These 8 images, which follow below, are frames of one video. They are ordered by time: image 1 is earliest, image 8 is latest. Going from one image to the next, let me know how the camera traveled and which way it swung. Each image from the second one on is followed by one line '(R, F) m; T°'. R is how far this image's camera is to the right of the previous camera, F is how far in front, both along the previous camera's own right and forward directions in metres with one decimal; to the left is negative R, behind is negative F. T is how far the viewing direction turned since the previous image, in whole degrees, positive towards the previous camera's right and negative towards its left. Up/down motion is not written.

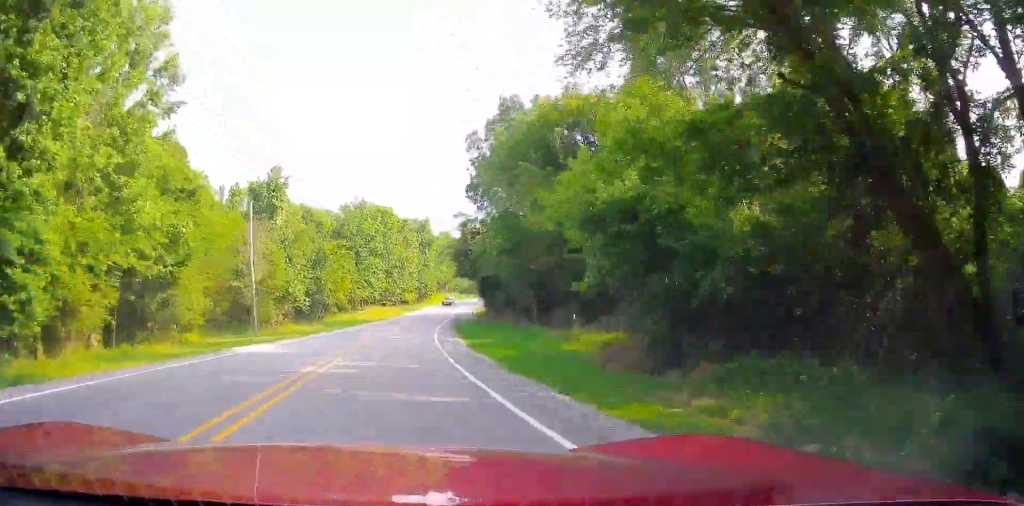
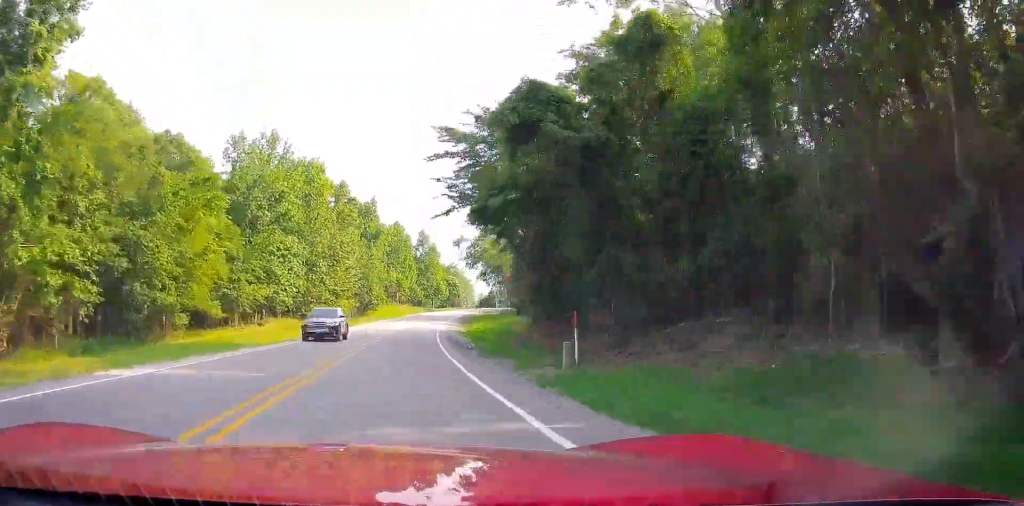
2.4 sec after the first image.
(+1.3, +49.0) m; +5°
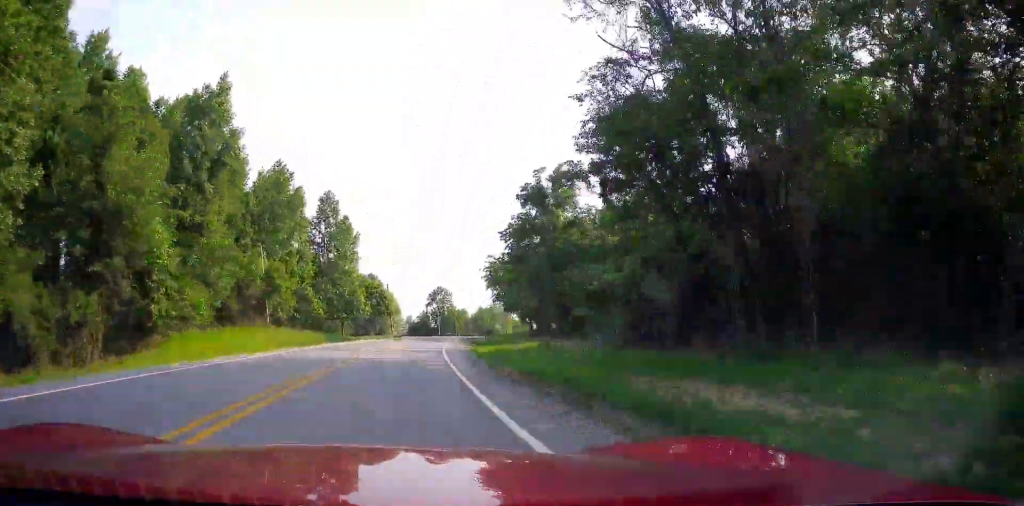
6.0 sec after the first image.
(+6.8, +70.7) m; +11°
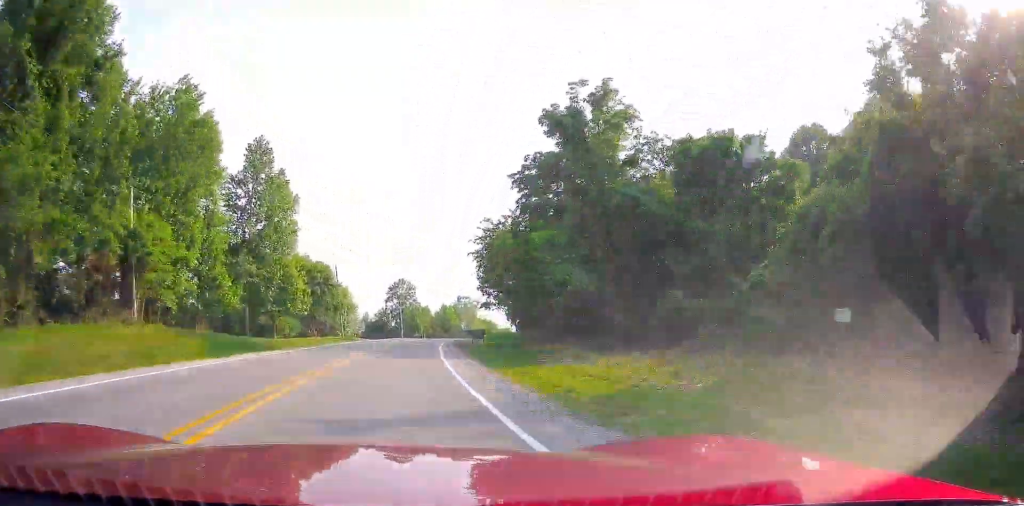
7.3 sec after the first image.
(+0.4, +25.6) m; +4°
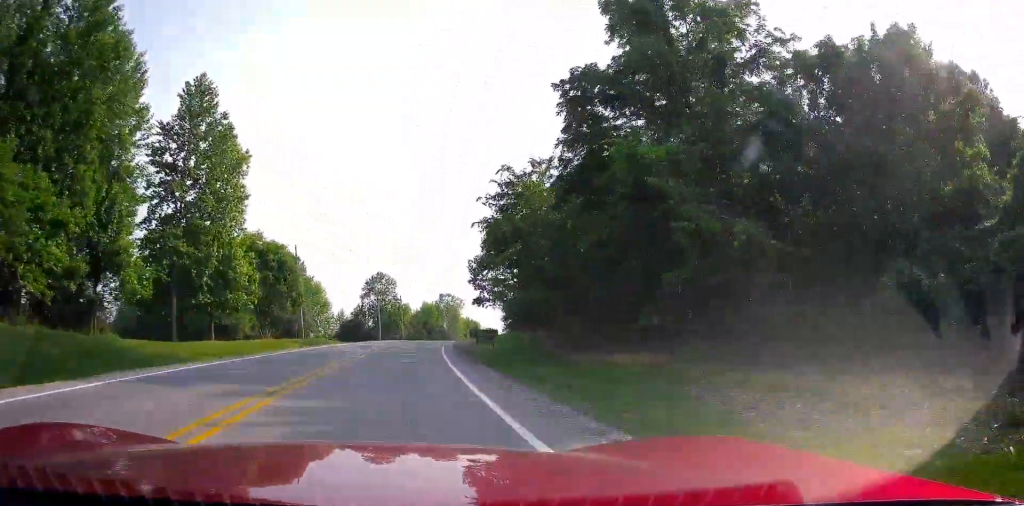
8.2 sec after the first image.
(+0.9, +16.3) m; +3°
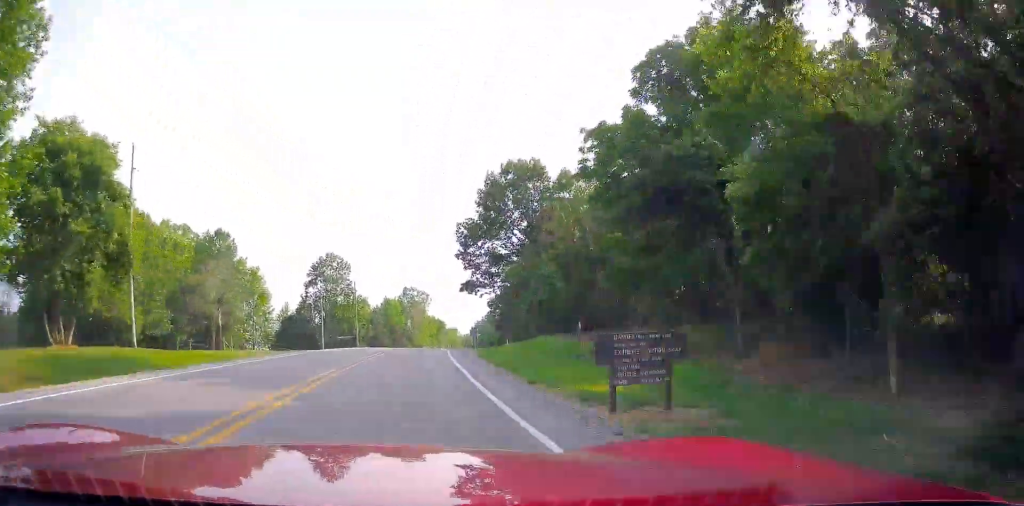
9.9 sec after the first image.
(+1.4, +31.3) m; +5°
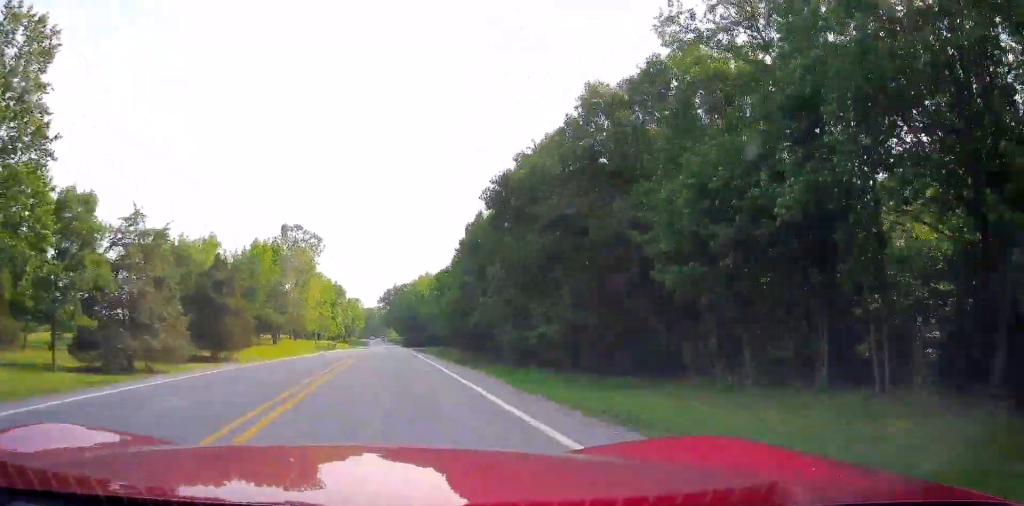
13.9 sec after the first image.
(+6.4, +76.7) m; +8°
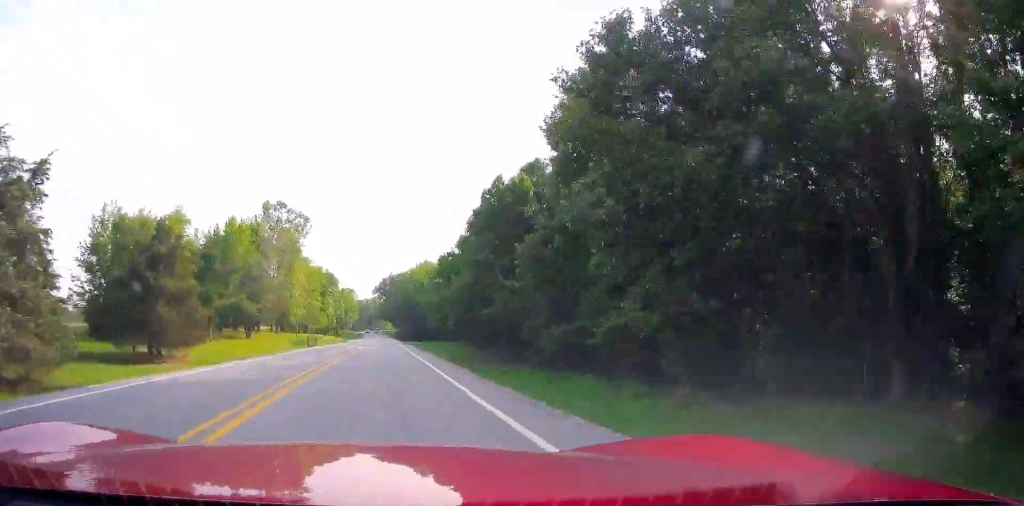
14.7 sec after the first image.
(+0.2, +15.5) m; +1°
